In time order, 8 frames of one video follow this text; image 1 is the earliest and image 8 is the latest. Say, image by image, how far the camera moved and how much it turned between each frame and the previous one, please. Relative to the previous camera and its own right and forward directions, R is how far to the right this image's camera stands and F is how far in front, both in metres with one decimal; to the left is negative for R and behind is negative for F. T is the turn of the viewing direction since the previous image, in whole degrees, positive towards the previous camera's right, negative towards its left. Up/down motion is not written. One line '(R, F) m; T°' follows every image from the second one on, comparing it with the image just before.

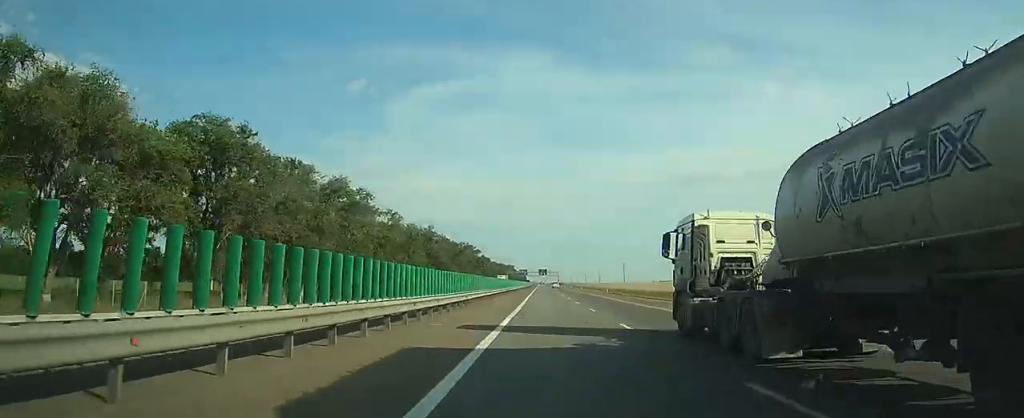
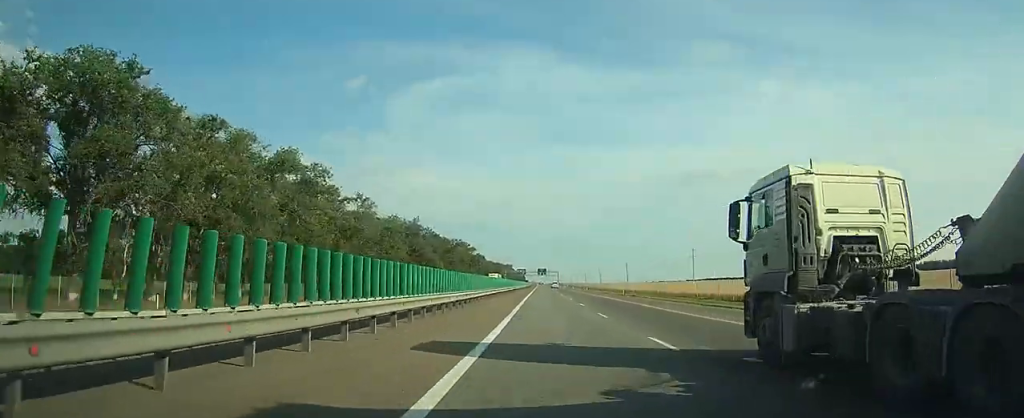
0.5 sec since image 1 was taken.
(0.0, +17.2) m; 0°
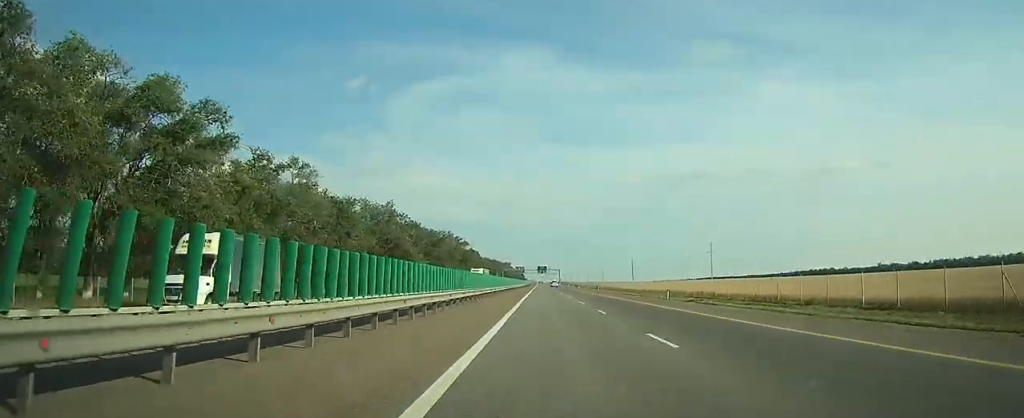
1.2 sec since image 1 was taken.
(+0.1, +24.1) m; 0°
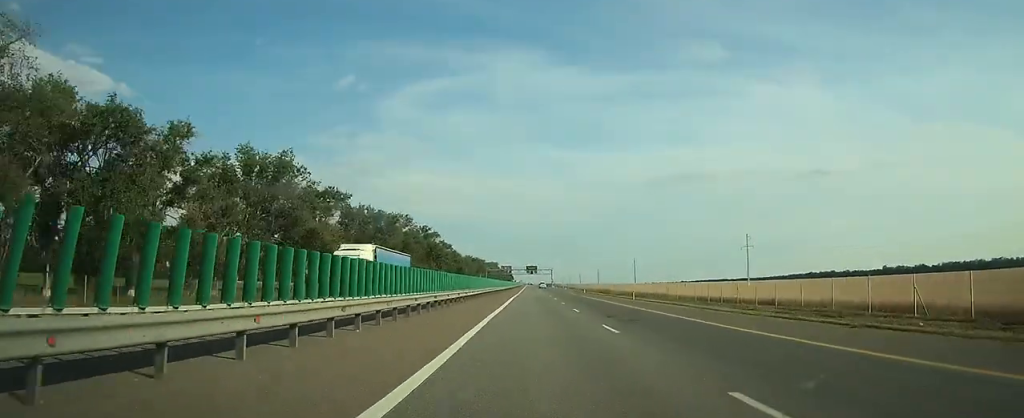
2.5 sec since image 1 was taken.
(+0.1, +44.1) m; 0°
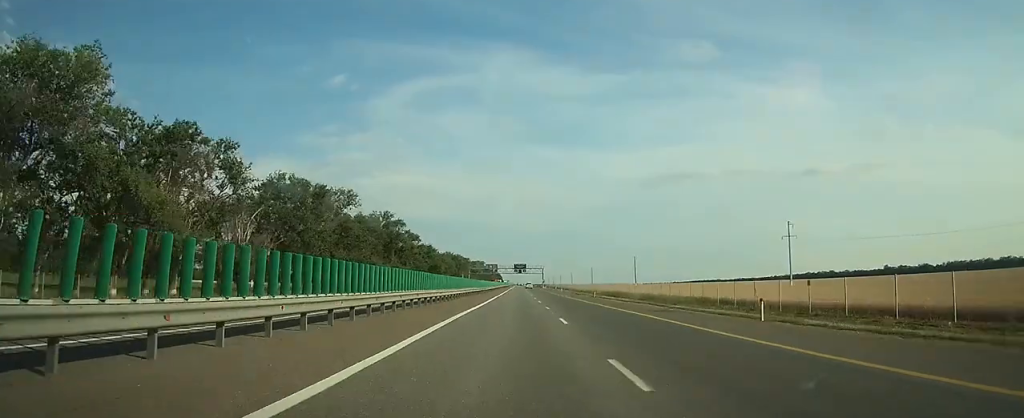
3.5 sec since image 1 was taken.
(+0.2, +33.3) m; +1°
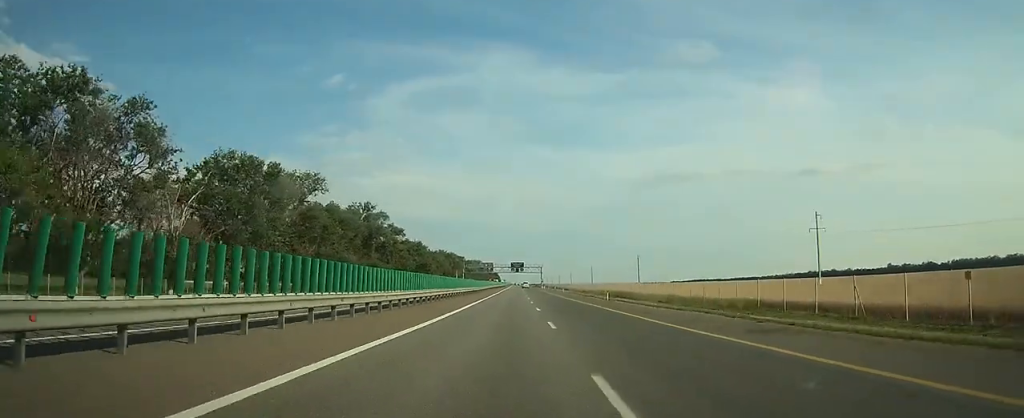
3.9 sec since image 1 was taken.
(+0.1, +14.2) m; 0°
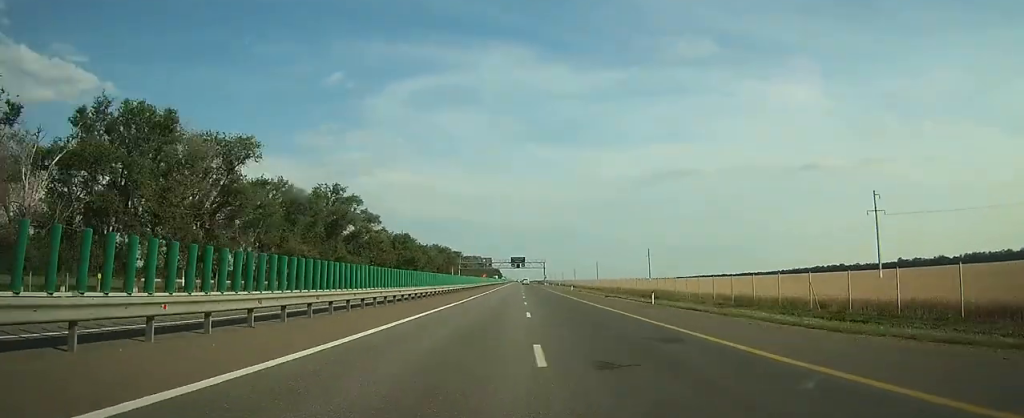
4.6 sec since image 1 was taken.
(0.0, +20.6) m; 0°
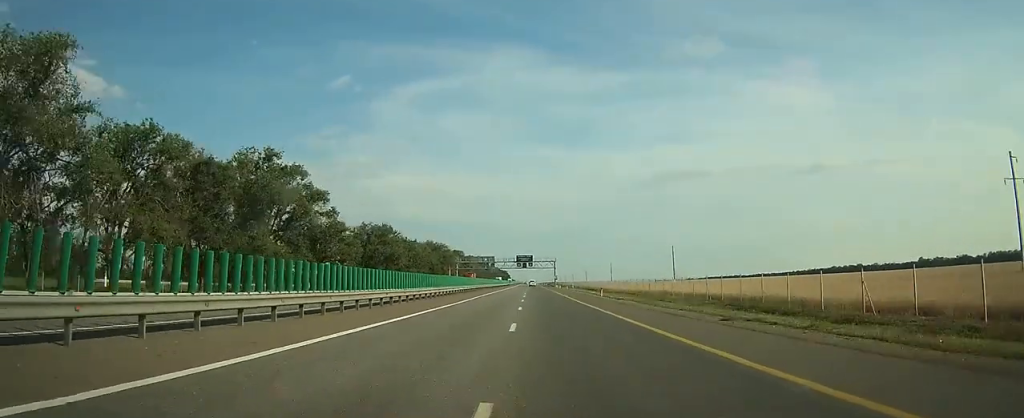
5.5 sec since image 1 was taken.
(0.0, +29.8) m; 0°
